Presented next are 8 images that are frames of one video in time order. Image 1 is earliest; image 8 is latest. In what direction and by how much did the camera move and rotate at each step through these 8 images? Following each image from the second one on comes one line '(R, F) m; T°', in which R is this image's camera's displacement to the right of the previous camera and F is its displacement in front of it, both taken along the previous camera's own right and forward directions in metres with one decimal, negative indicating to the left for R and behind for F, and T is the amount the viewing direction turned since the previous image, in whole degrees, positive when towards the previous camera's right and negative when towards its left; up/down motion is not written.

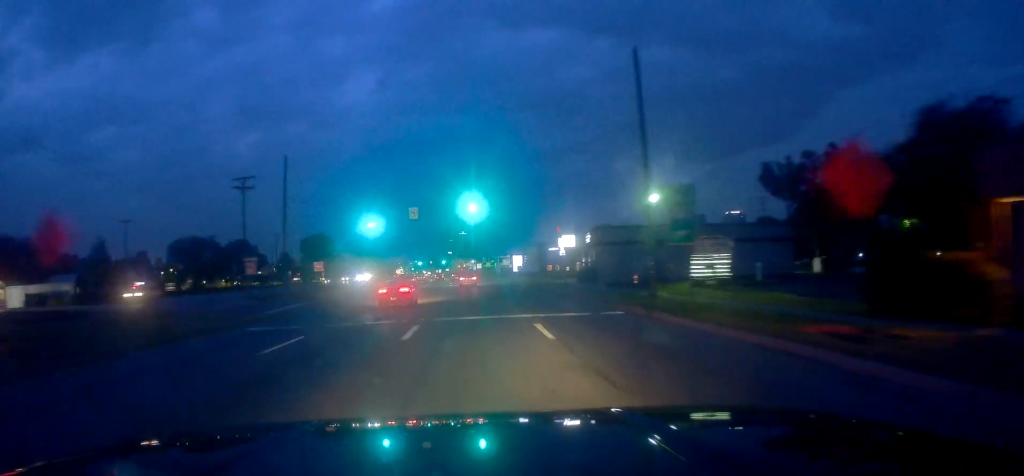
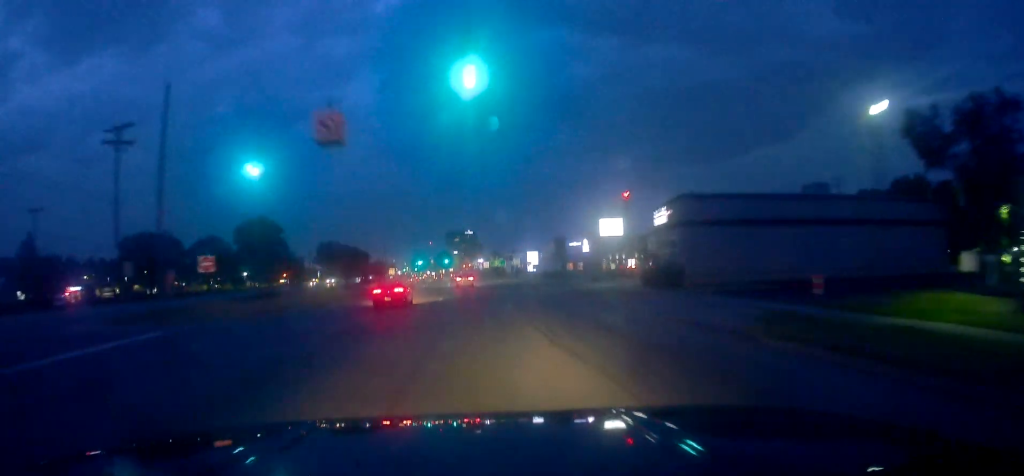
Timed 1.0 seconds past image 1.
(-1.1, +23.1) m; -3°
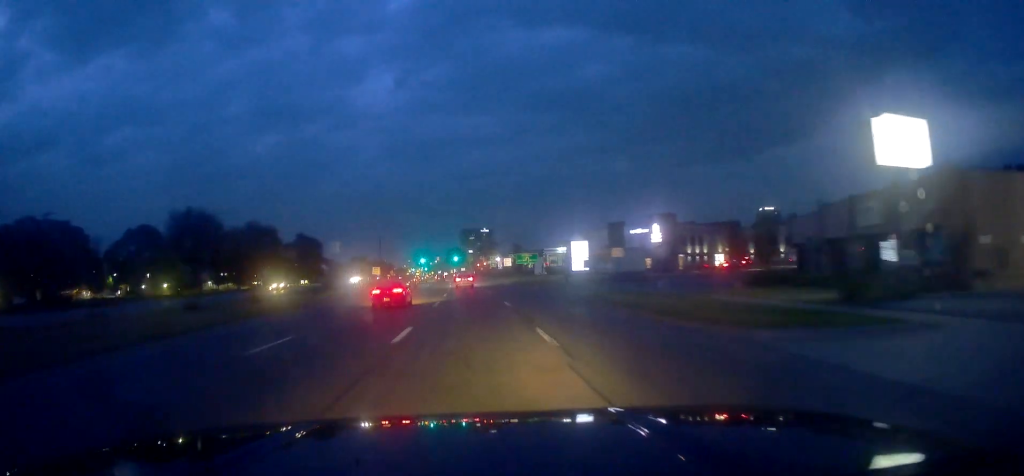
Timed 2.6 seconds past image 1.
(-0.1, +39.1) m; +1°
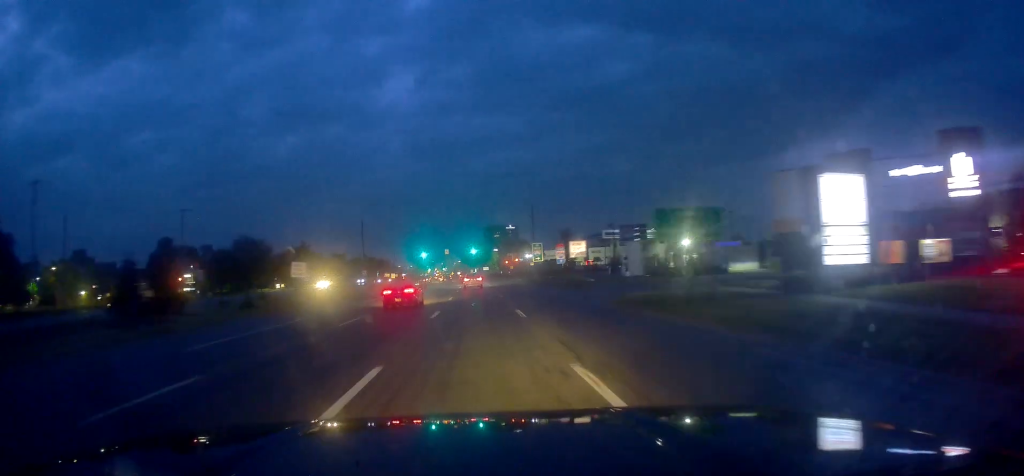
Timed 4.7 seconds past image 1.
(-1.2, +51.6) m; -4°
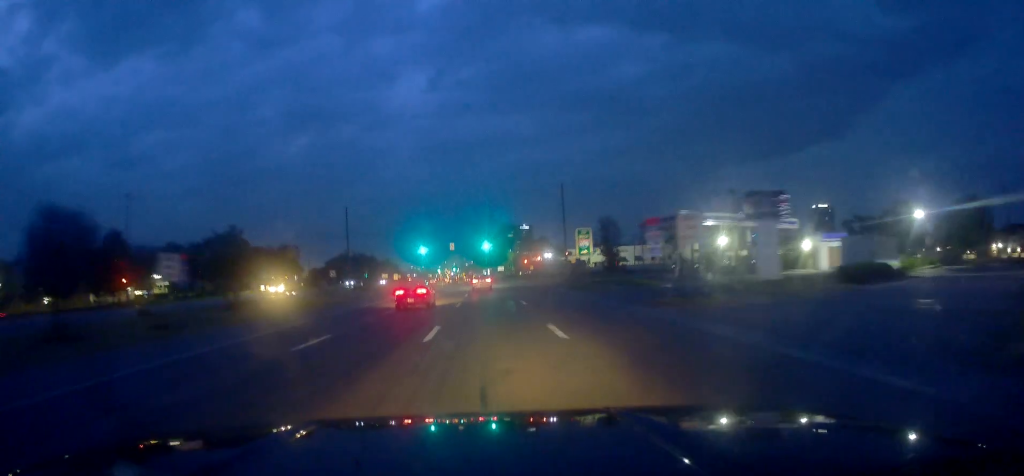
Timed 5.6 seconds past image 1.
(+0.2, +22.3) m; 0°
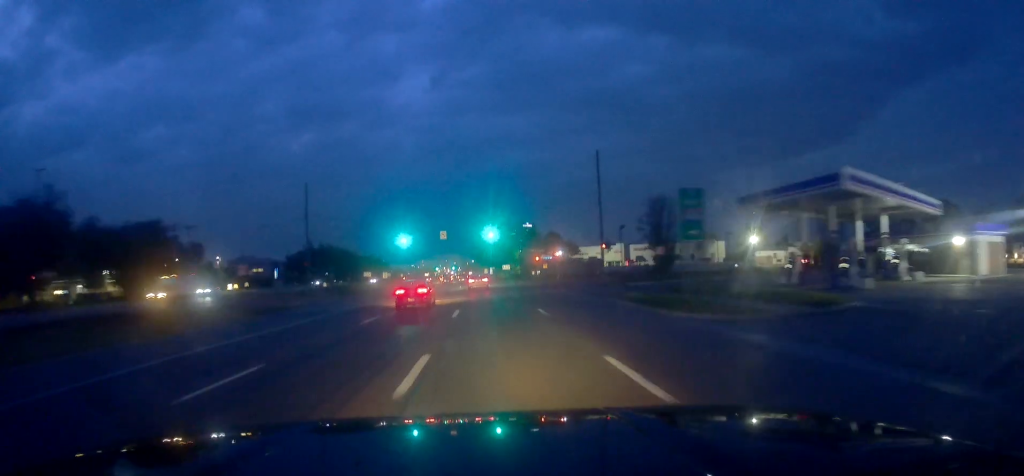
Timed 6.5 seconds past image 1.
(0.0, +21.7) m; -1°
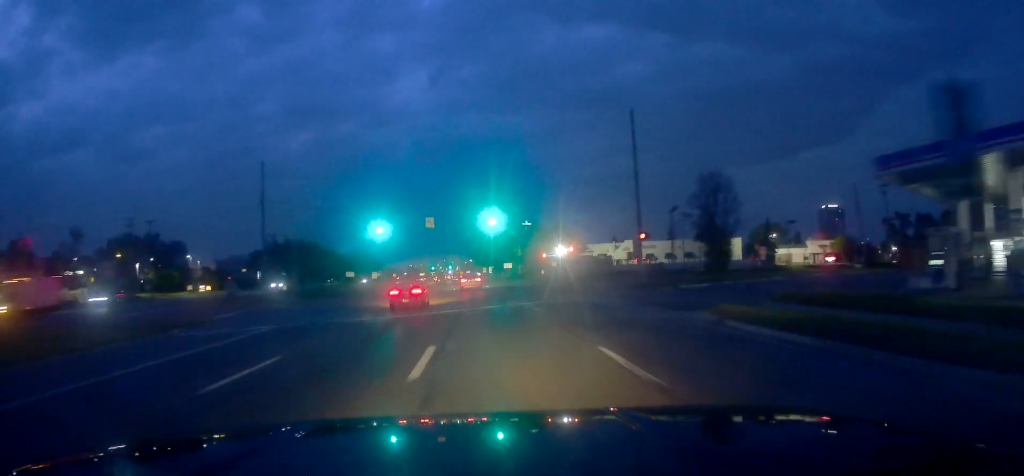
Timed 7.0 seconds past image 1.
(-0.1, +13.4) m; -1°
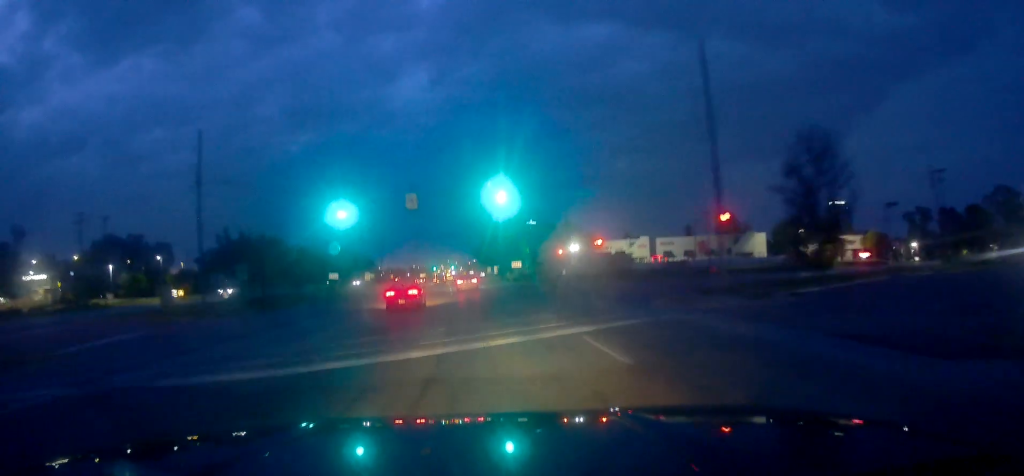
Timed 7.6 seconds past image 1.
(-0.2, +13.6) m; 0°
